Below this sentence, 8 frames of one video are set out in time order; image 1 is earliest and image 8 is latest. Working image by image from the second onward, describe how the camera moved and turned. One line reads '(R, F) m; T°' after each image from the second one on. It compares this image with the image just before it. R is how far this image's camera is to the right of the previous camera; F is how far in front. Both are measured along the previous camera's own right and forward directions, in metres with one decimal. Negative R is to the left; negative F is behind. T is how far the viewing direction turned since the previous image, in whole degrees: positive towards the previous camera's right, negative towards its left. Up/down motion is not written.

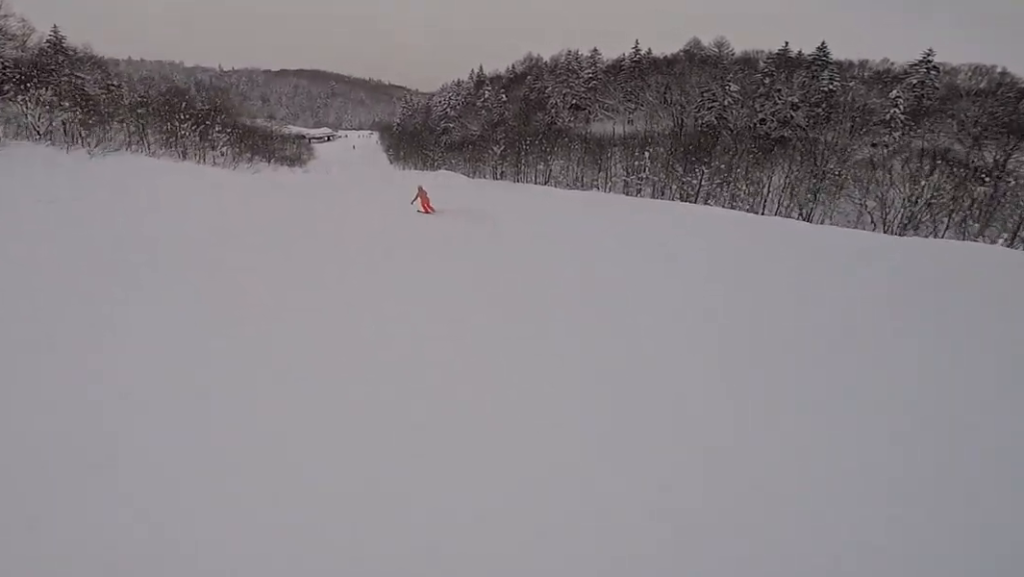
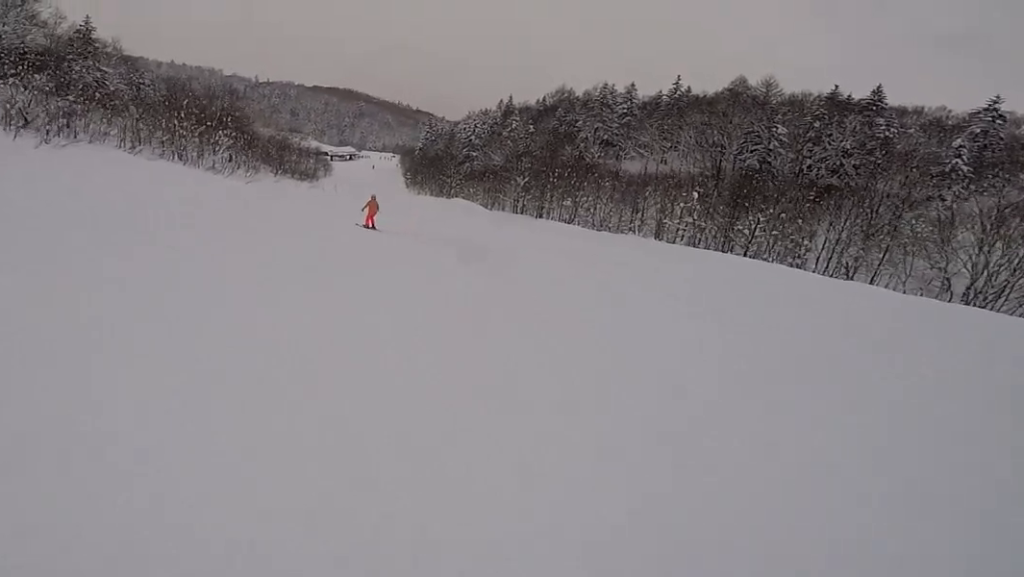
(-0.1, +5.4) m; -3°
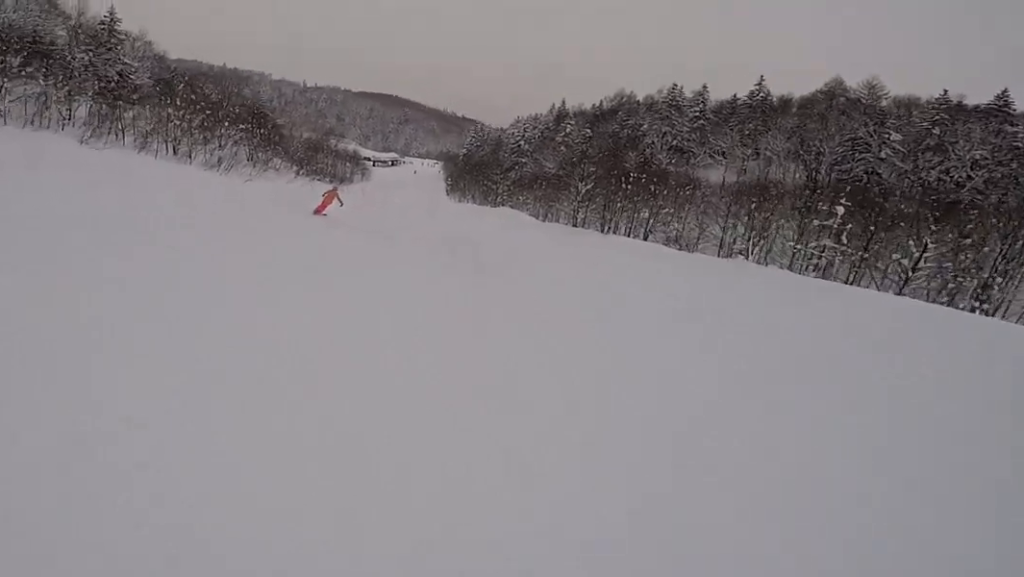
(-0.6, +8.4) m; -4°
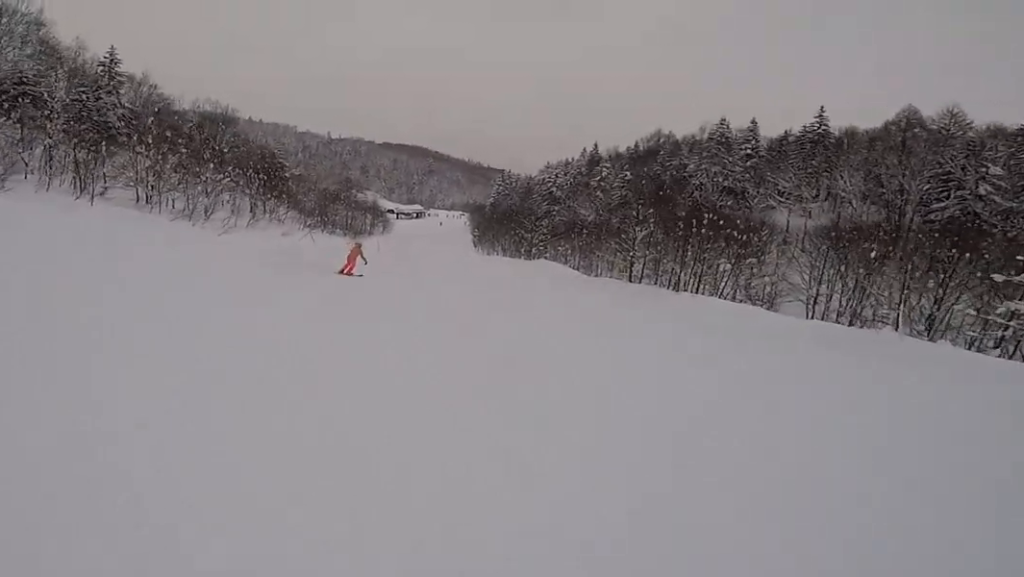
(0.0, +7.0) m; 0°
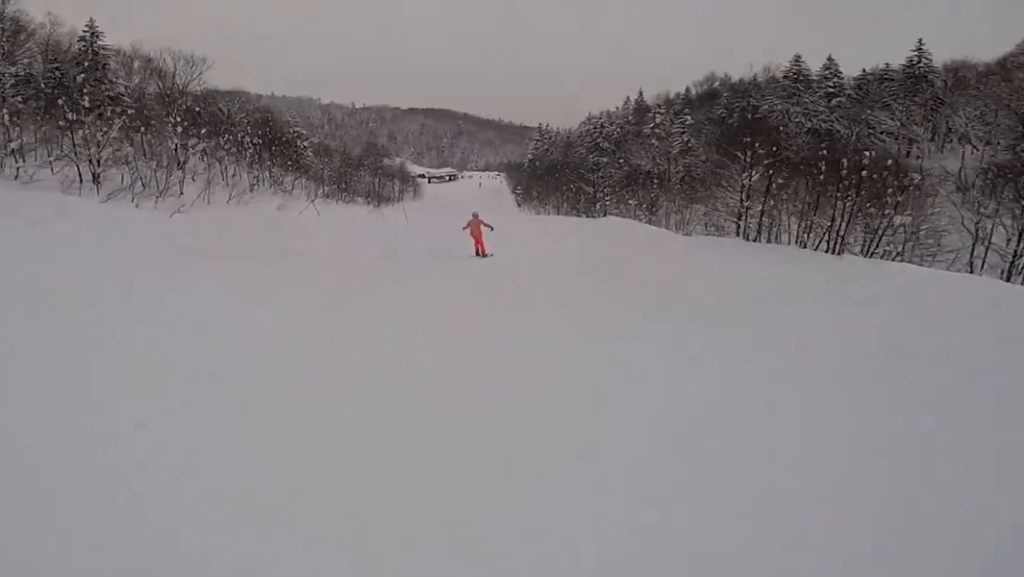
(0.0, +8.2) m; 0°
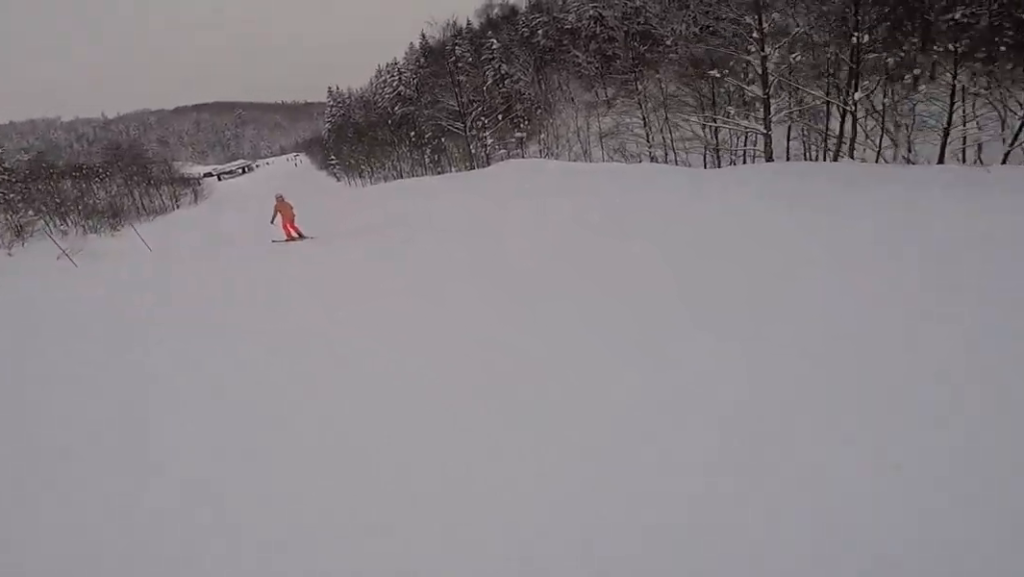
(0.0, +18.4) m; +5°
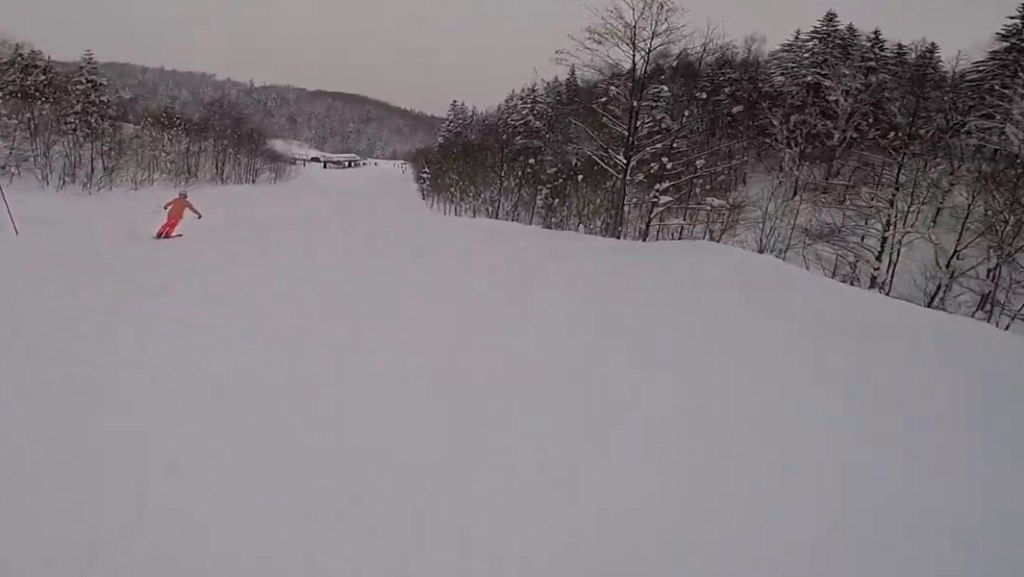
(+1.0, +10.0) m; +1°
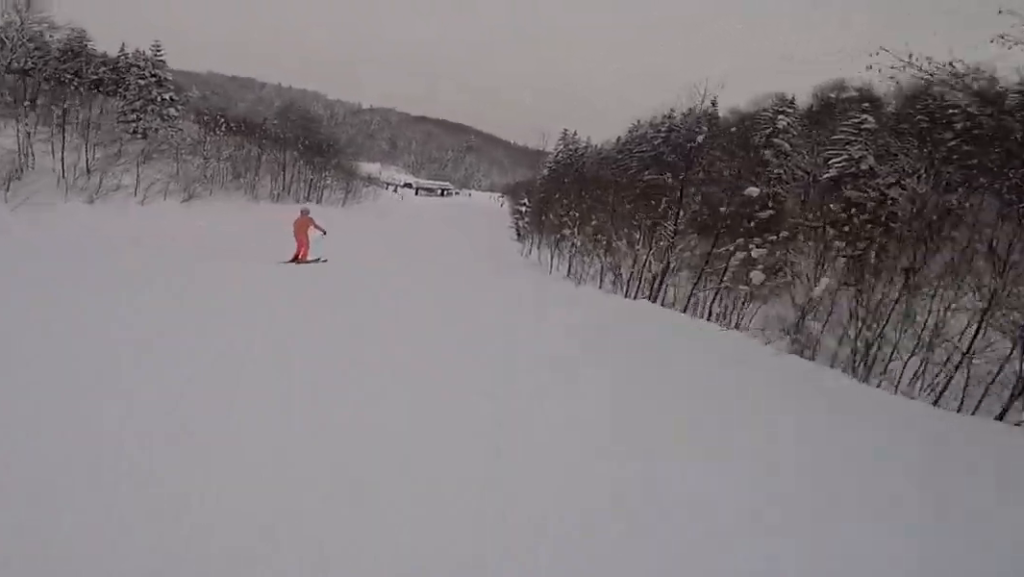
(-1.0, +12.7) m; -12°
